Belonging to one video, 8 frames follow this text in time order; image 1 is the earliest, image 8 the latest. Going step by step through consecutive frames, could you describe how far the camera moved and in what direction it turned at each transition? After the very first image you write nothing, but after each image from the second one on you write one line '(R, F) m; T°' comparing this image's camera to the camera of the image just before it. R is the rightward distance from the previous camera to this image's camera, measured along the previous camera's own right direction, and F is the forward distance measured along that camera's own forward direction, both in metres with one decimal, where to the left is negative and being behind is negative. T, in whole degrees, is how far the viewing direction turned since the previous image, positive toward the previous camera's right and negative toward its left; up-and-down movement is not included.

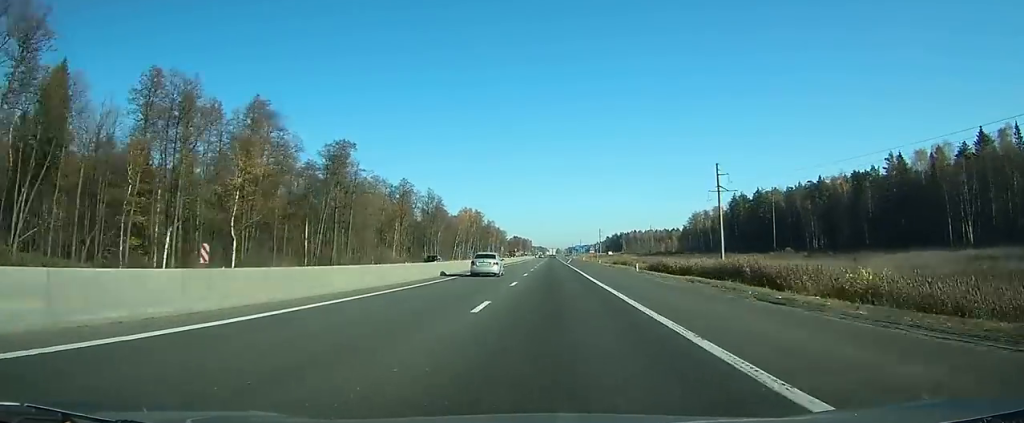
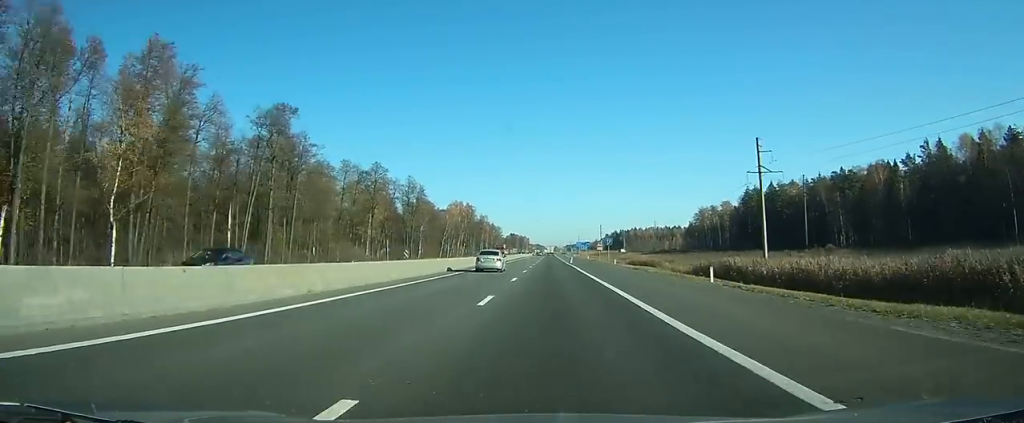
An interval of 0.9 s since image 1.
(0.0, +22.1) m; 0°
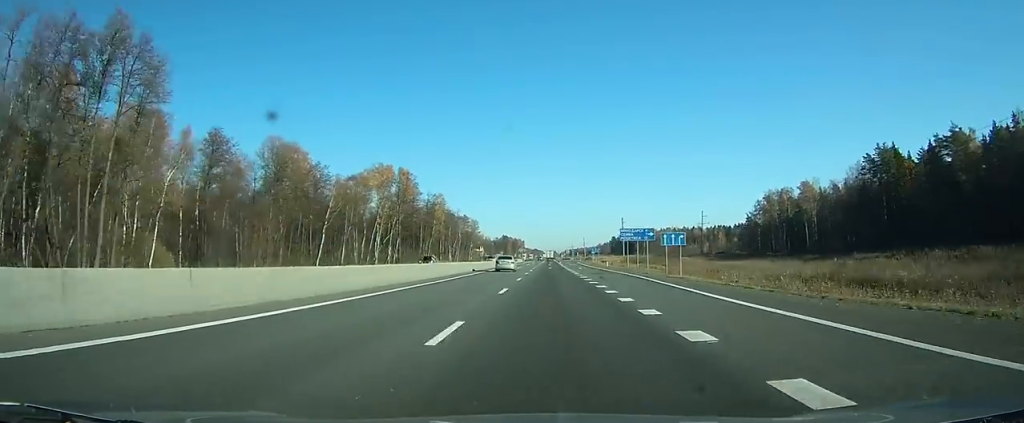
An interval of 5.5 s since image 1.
(-0.1, +111.9) m; 0°
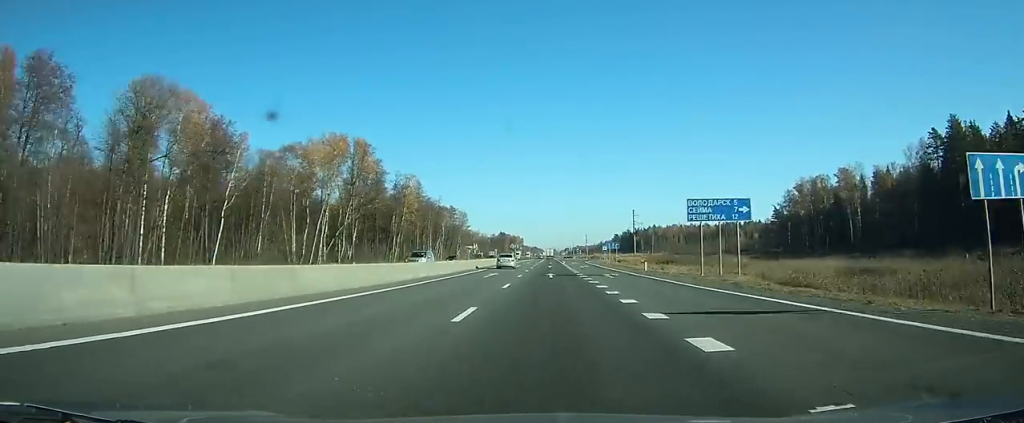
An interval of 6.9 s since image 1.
(0.0, +34.6) m; 0°
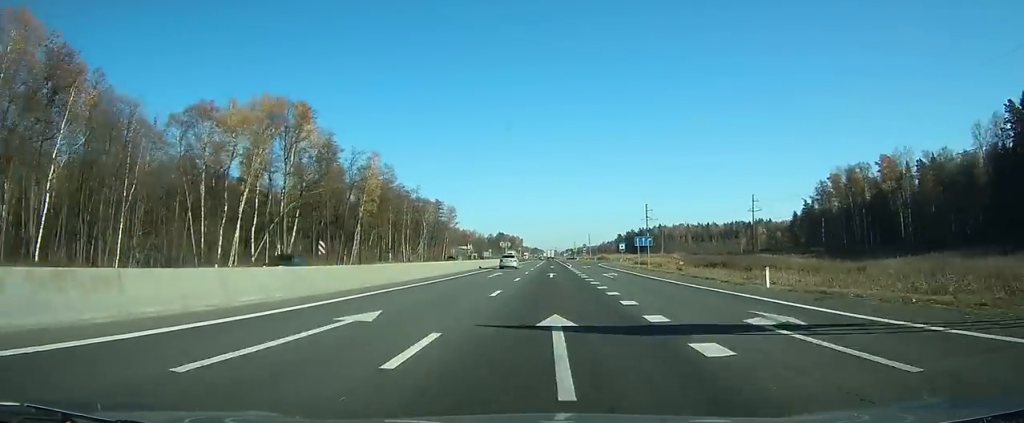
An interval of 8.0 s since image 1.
(0.0, +29.4) m; 0°
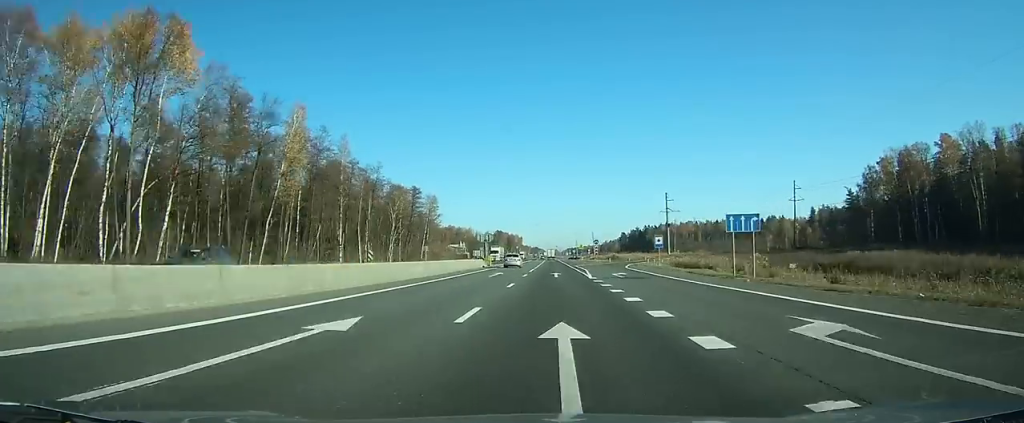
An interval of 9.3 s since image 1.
(+0.1, +31.8) m; 0°
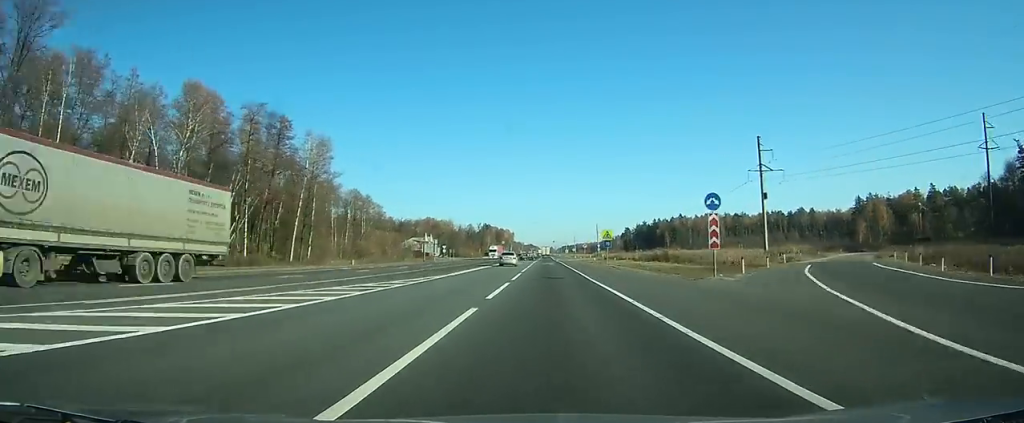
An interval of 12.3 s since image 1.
(+0.1, +73.0) m; 0°
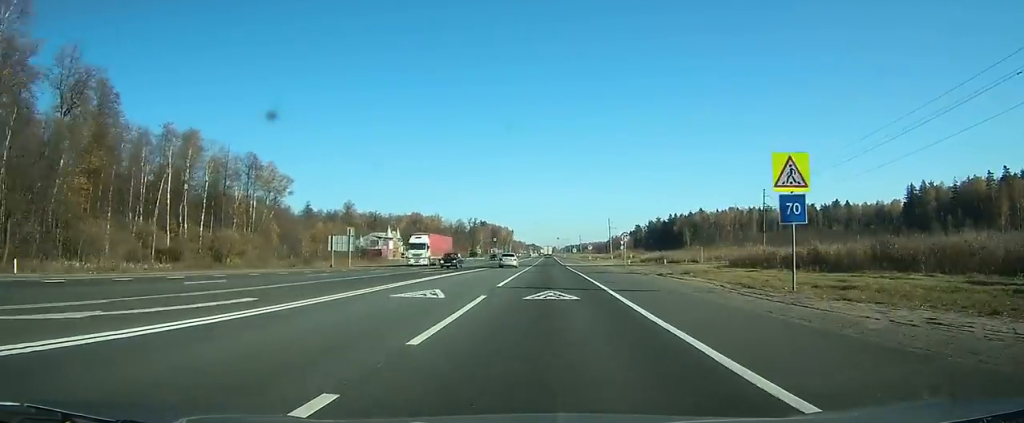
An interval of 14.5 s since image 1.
(+0.2, +55.1) m; 0°
